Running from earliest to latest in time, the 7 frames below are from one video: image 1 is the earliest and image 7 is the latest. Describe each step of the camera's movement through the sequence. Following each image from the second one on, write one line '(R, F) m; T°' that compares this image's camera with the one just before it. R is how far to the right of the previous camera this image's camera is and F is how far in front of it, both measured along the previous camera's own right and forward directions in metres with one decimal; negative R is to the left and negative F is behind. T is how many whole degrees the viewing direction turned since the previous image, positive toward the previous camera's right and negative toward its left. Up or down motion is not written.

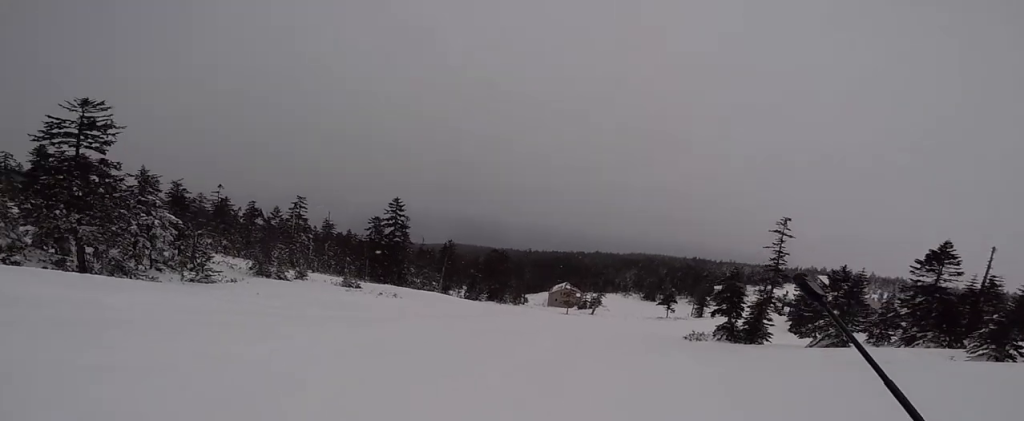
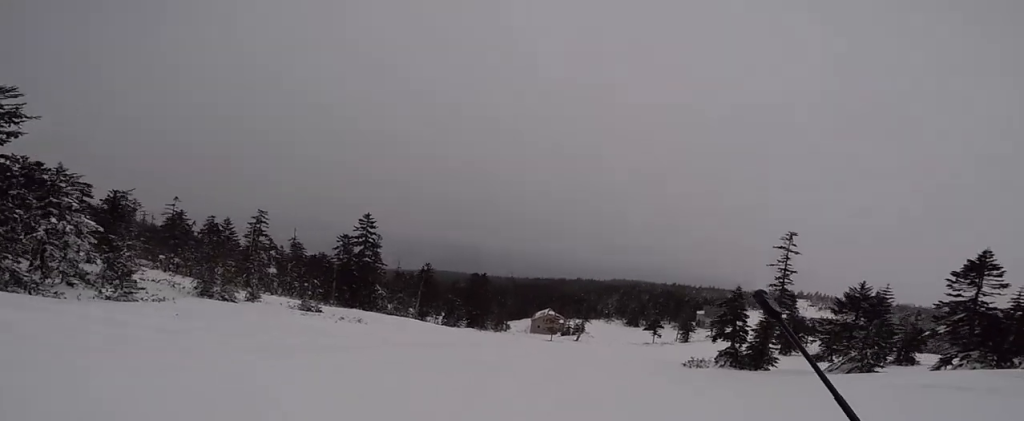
(-0.5, +4.9) m; 0°
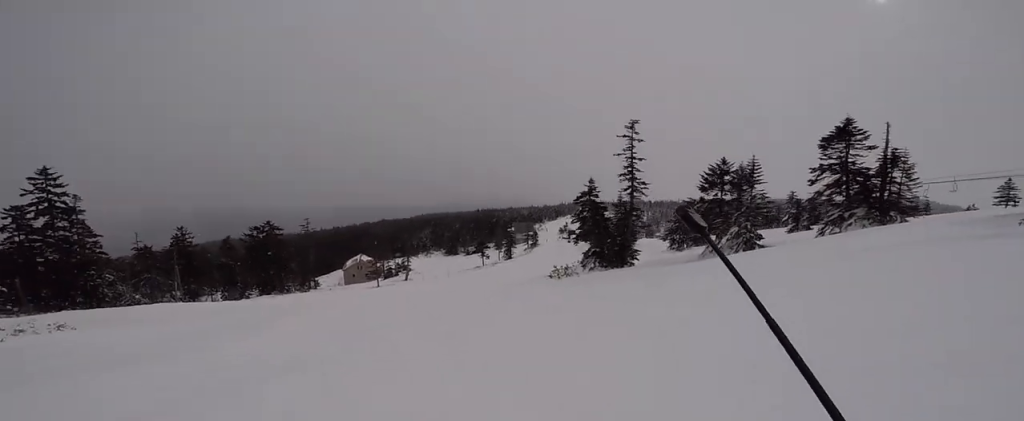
(+1.0, +10.5) m; +13°
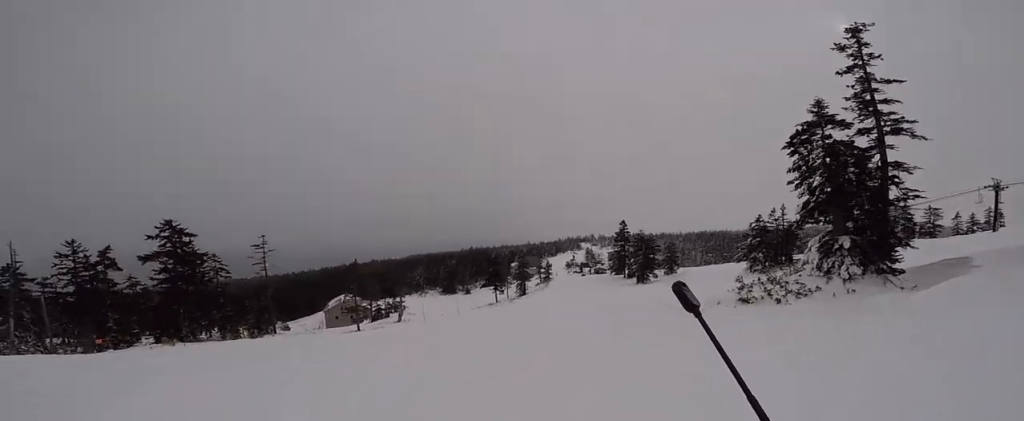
(+3.6, +22.8) m; +9°
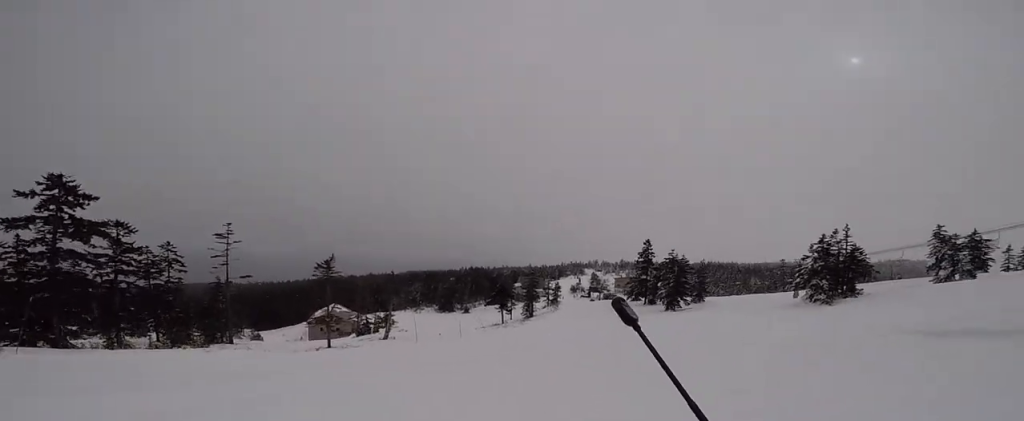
(0.0, +11.2) m; 0°
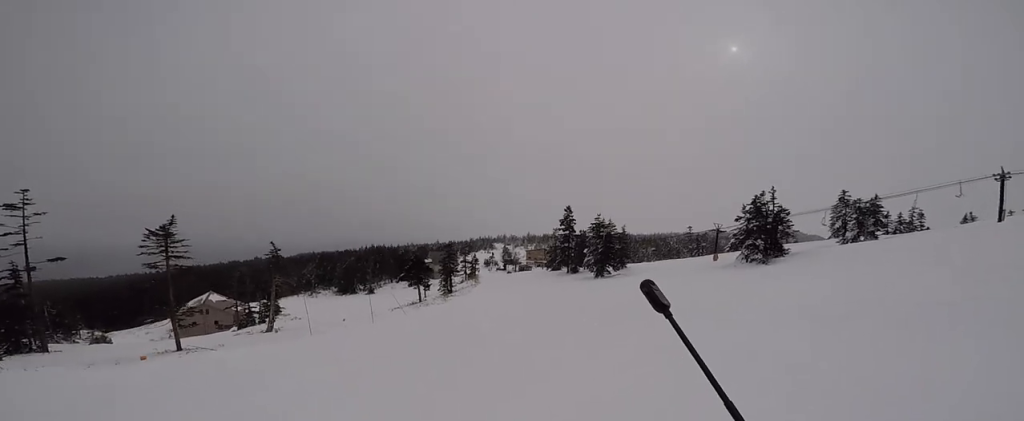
(0.0, +8.5) m; +6°
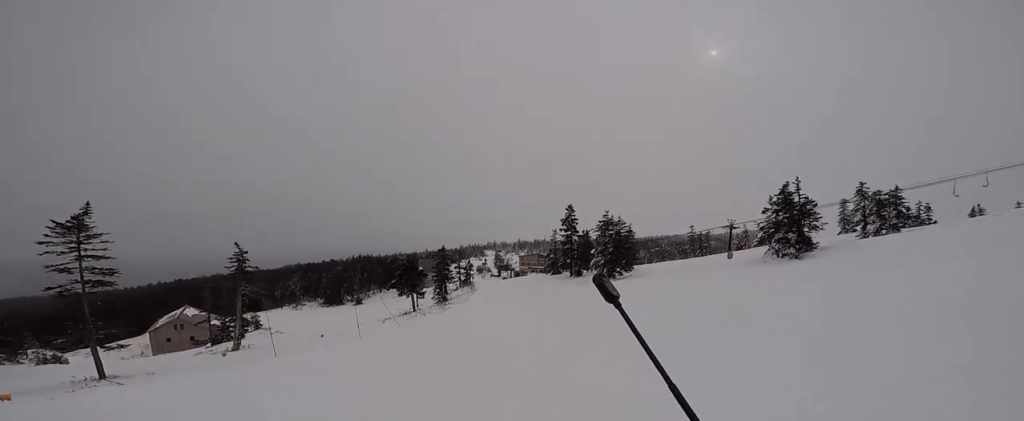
(+0.3, +6.1) m; +7°
